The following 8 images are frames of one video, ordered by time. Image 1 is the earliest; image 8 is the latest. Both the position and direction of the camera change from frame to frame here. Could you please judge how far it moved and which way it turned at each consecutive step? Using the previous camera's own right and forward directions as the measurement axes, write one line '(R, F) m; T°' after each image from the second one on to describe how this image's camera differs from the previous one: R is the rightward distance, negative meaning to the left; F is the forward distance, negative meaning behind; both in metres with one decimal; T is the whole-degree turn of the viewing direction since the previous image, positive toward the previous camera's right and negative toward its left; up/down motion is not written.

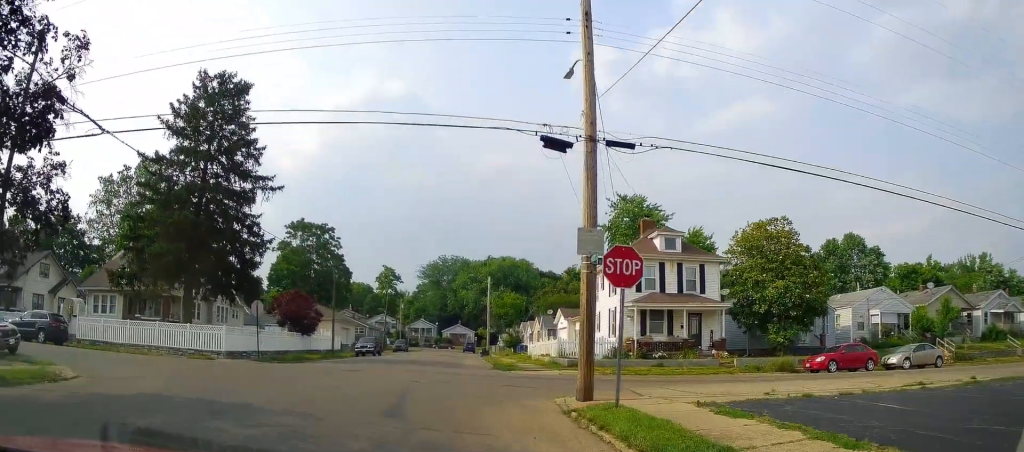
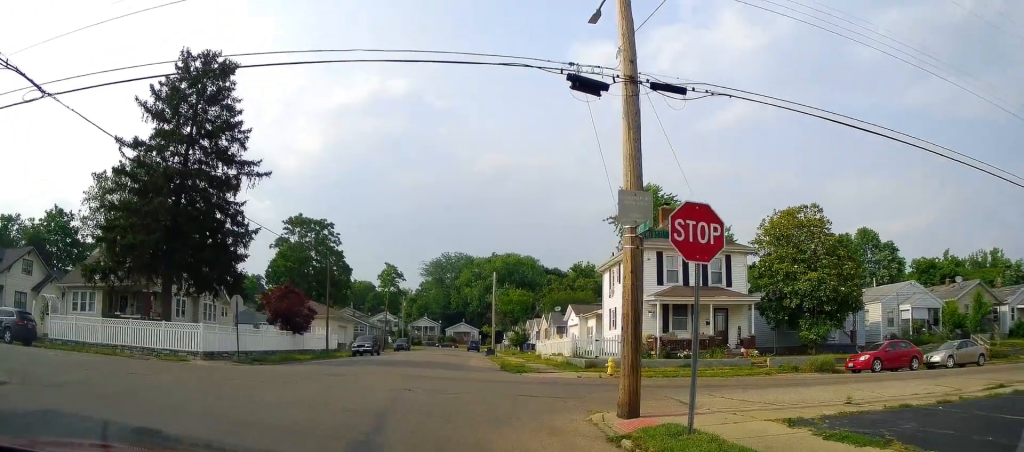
(-0.1, +3.3) m; -3°
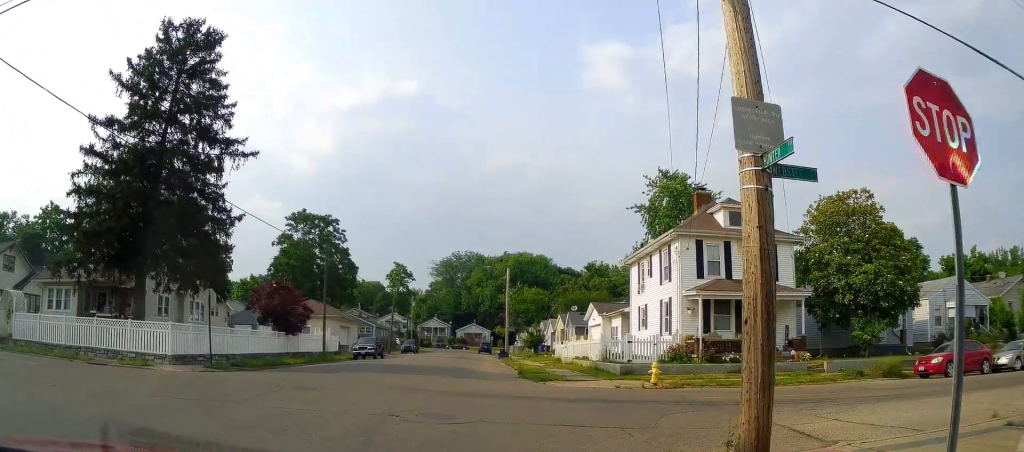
(-0.2, +4.8) m; +1°
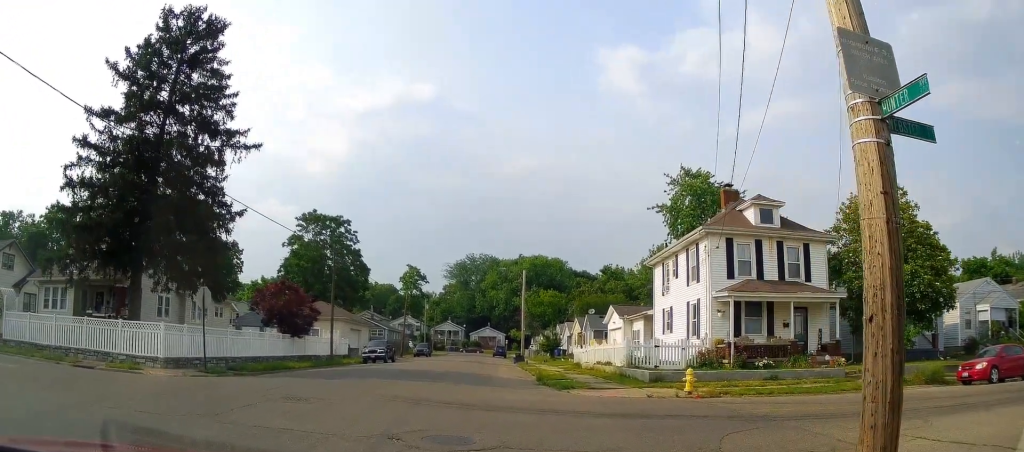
(-0.1, +2.4) m; +5°
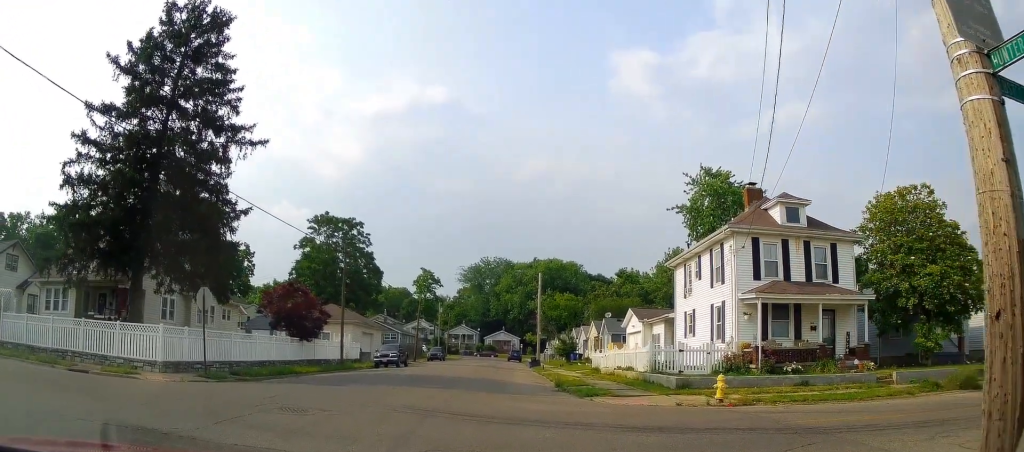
(+0.4, +1.7) m; +5°
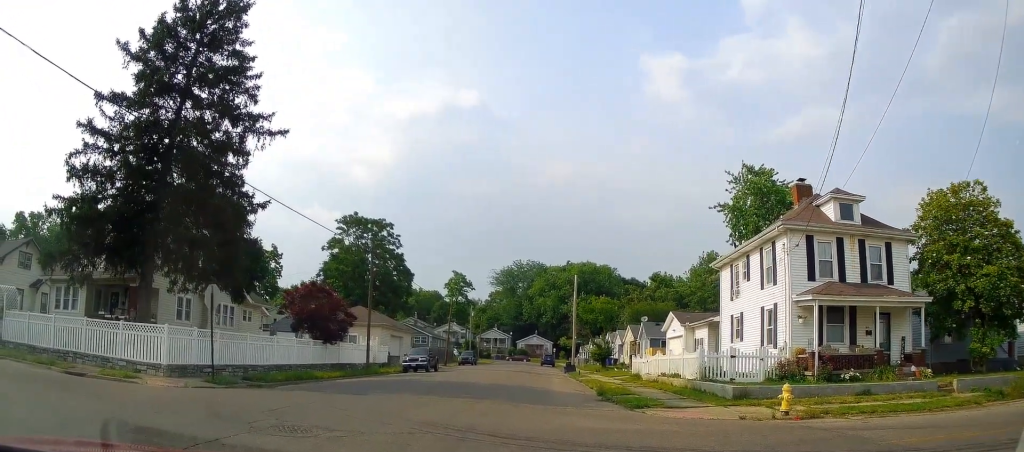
(-0.3, +3.0) m; -11°
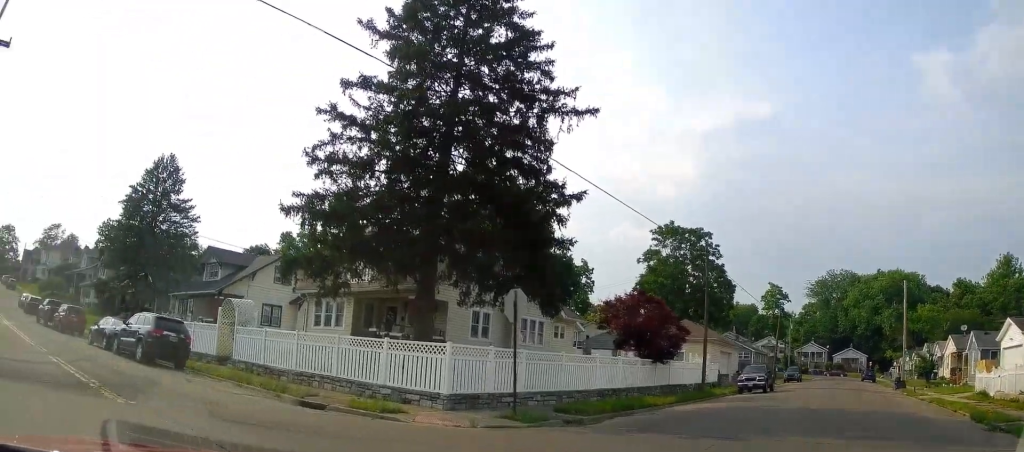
(-1.0, +5.3) m; -32°
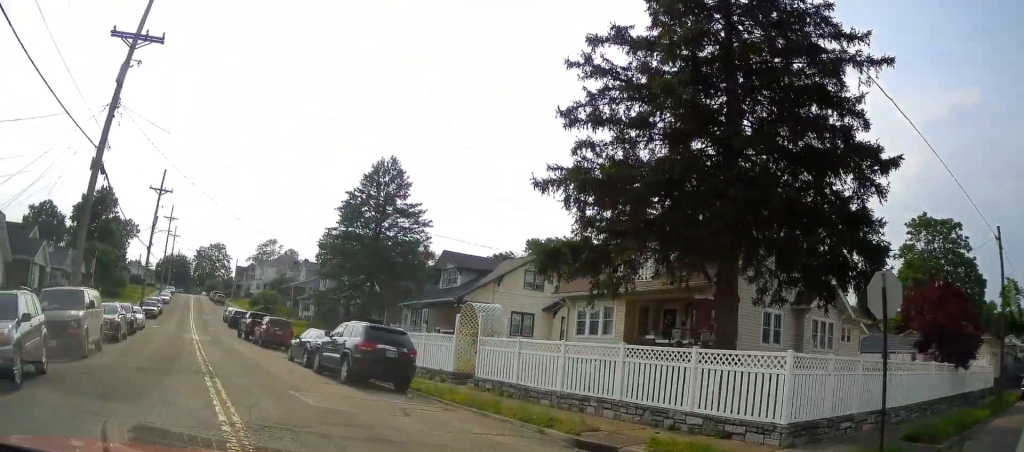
(-1.0, +4.3) m; -20°
